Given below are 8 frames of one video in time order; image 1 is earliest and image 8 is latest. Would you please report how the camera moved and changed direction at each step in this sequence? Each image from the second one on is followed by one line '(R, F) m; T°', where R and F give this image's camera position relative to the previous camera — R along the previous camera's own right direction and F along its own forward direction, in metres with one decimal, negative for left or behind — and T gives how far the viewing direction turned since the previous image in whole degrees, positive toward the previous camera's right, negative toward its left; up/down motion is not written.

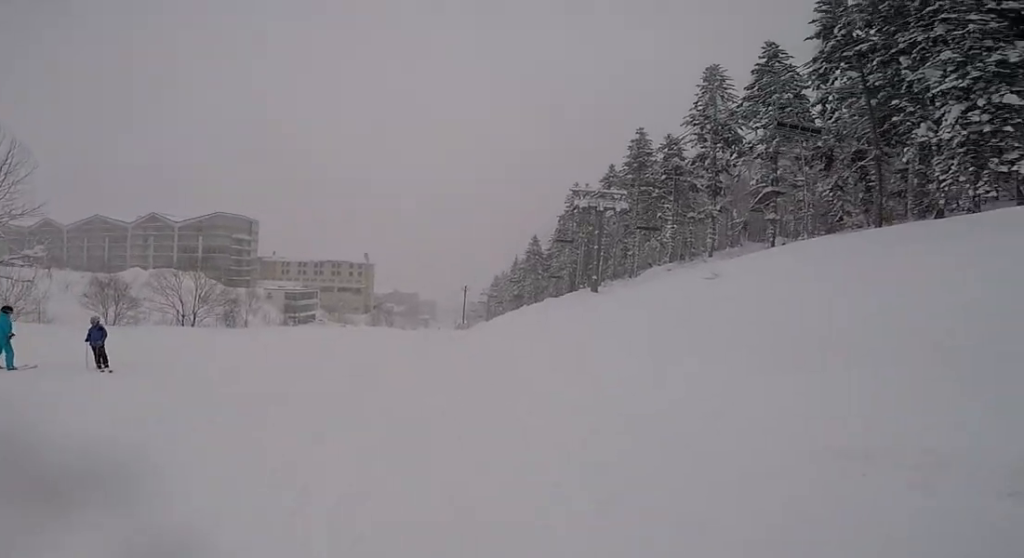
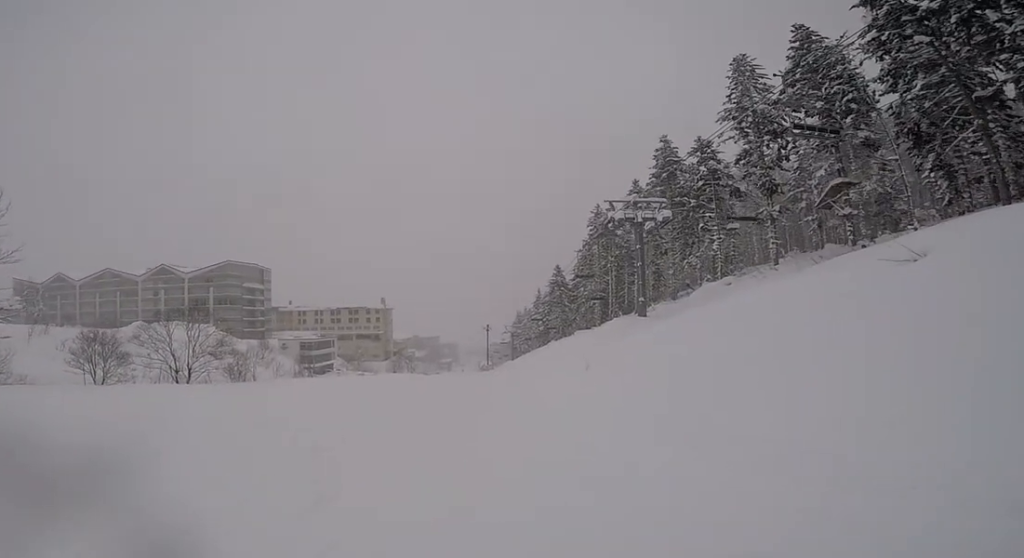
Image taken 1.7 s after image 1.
(+0.8, +6.7) m; +7°
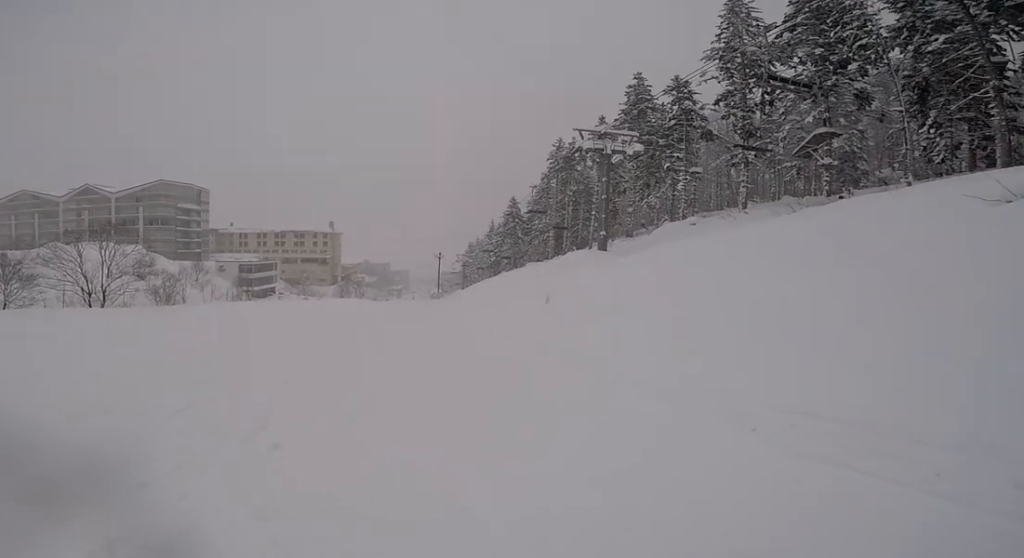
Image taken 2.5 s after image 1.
(+0.3, +3.1) m; -5°
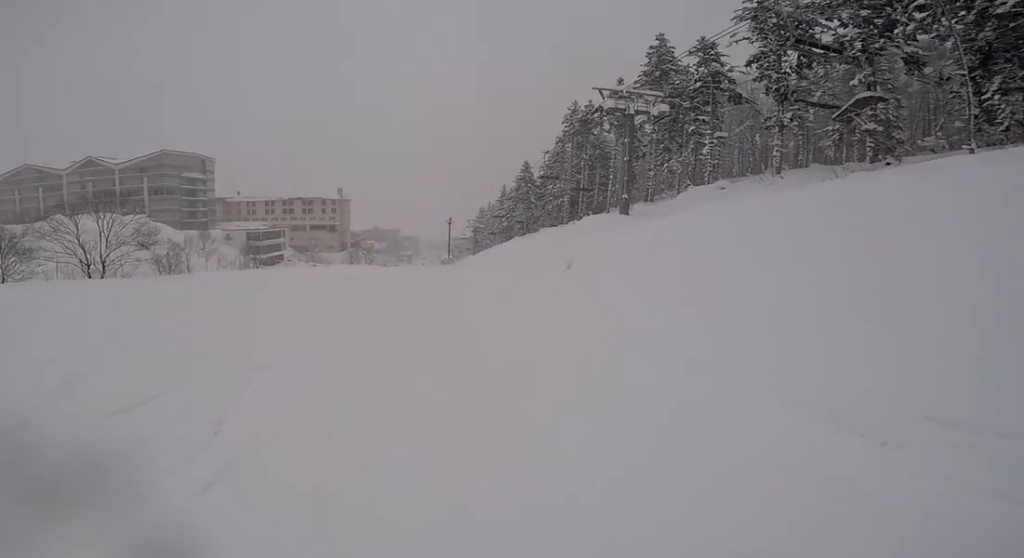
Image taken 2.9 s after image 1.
(+0.3, +1.6) m; -3°
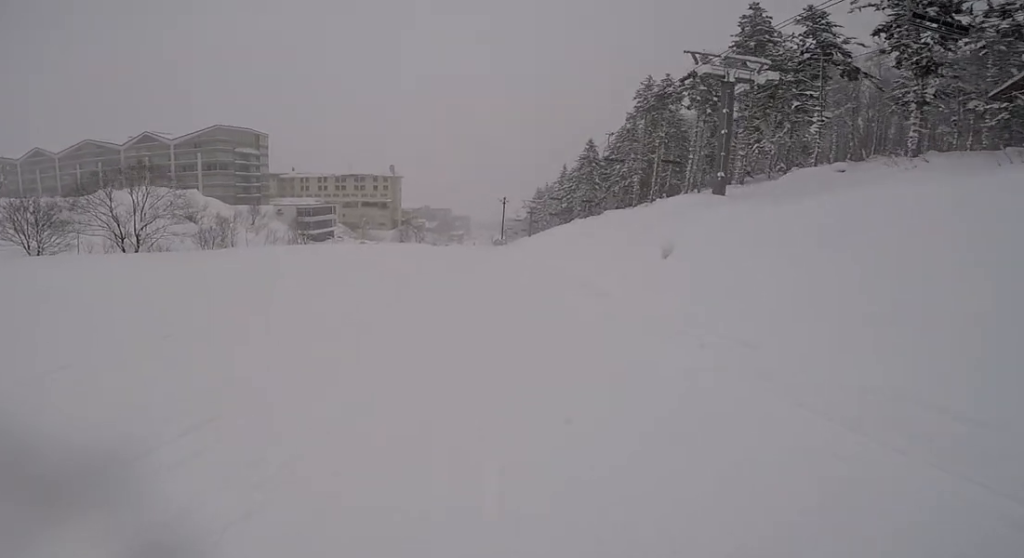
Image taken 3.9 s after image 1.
(-1.0, +3.5) m; -8°
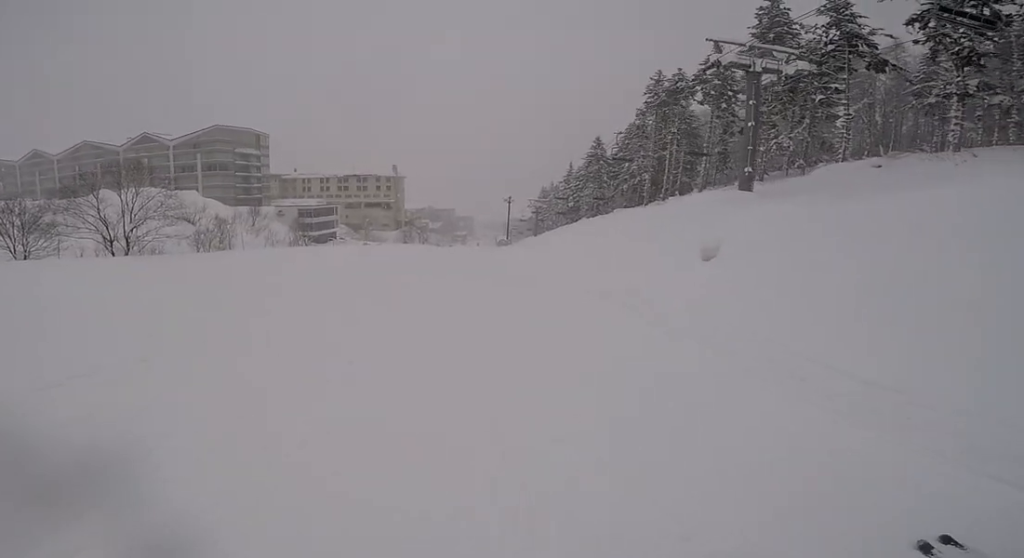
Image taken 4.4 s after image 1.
(+0.3, +2.1) m; -4°
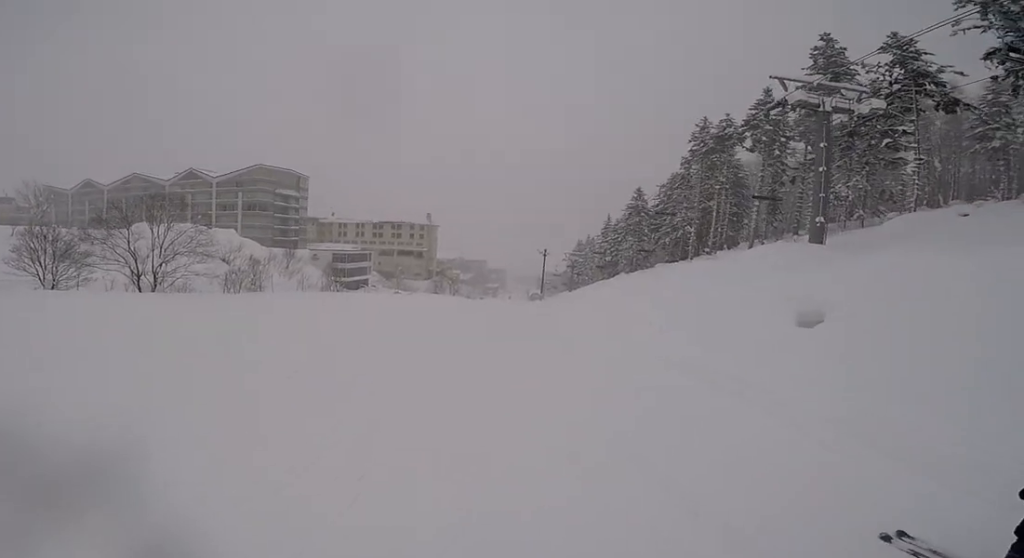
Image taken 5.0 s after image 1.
(+0.3, +2.4) m; -3°
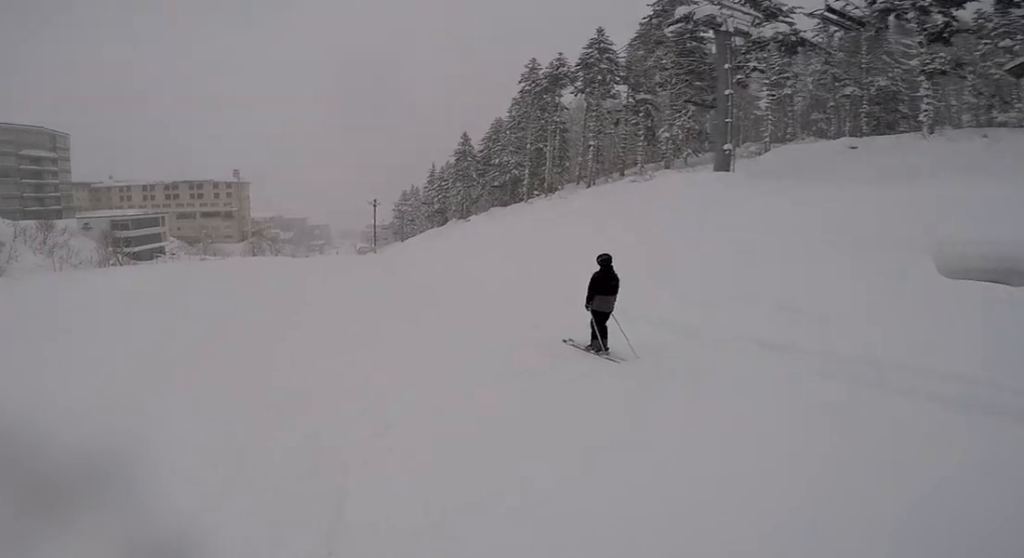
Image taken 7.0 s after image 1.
(+0.7, +8.2) m; +5°
